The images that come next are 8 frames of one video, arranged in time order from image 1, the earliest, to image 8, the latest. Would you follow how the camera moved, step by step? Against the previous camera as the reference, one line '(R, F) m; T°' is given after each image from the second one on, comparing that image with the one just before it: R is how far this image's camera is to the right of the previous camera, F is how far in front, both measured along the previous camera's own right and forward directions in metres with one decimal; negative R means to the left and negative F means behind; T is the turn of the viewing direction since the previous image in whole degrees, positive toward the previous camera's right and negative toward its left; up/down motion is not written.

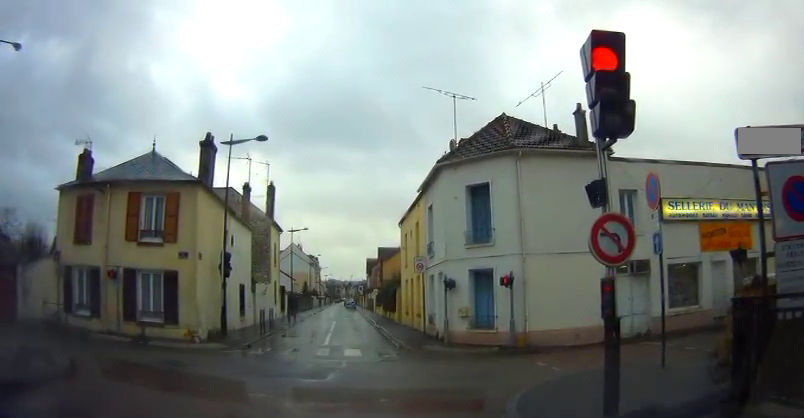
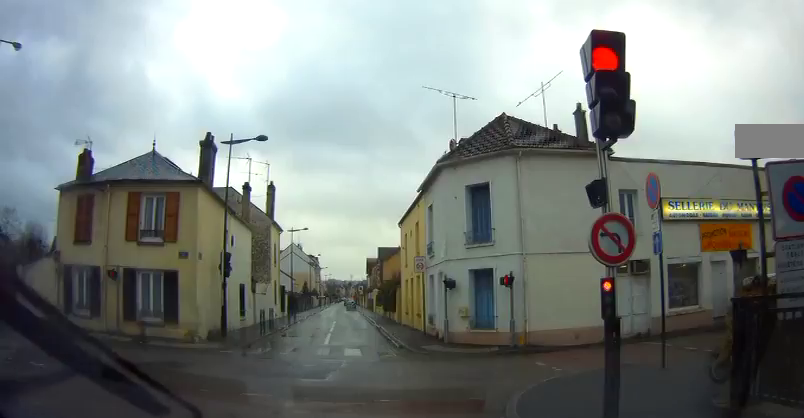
(0.0, 0.0) m; 0°
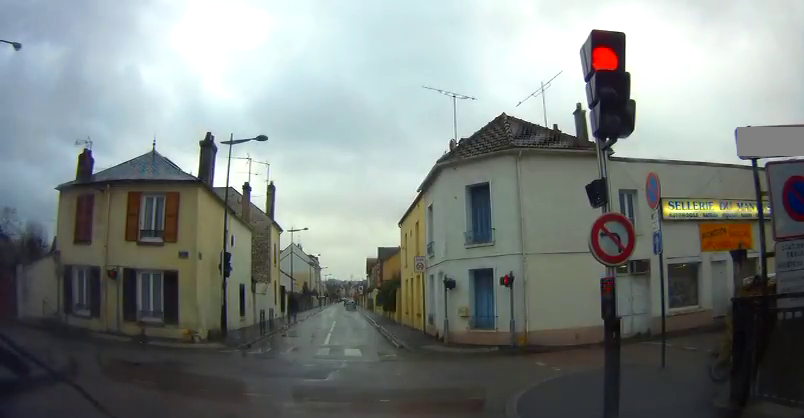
(0.0, 0.0) m; 0°
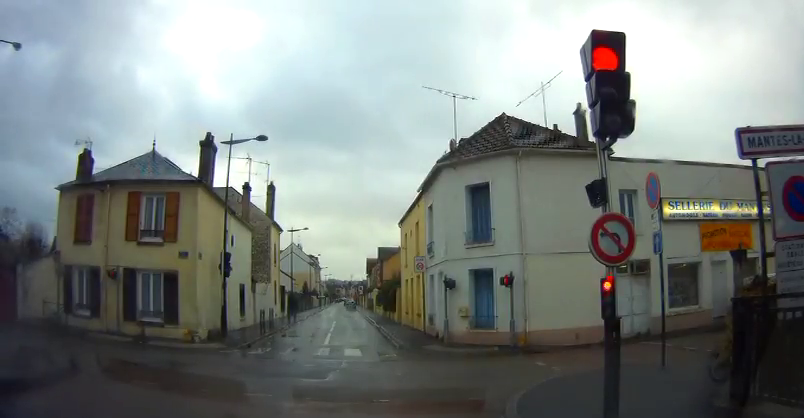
(0.0, 0.0) m; 0°
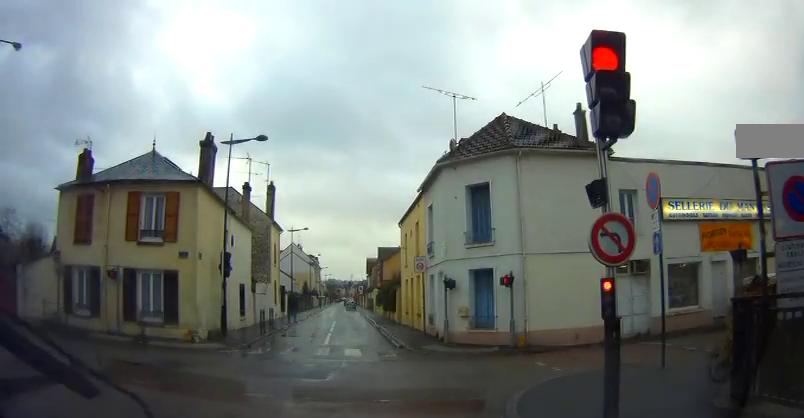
(0.0, 0.0) m; 0°
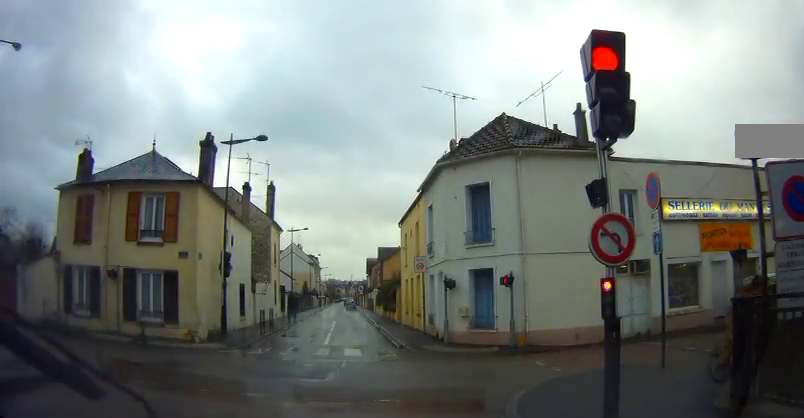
(0.0, 0.0) m; 0°
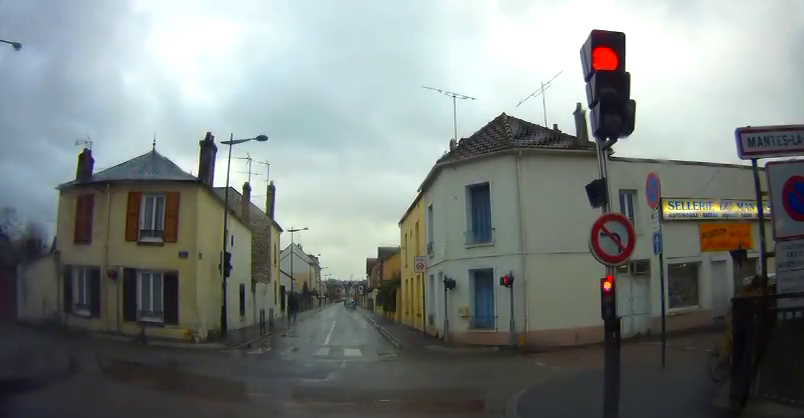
(0.0, 0.0) m; 0°
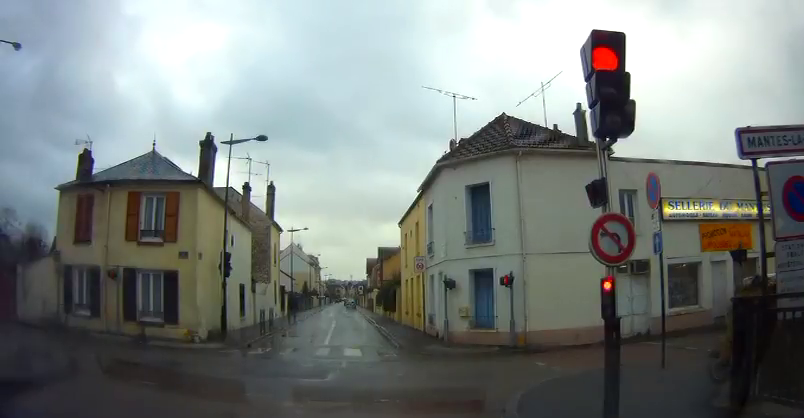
(-0.1, 0.0) m; 0°
